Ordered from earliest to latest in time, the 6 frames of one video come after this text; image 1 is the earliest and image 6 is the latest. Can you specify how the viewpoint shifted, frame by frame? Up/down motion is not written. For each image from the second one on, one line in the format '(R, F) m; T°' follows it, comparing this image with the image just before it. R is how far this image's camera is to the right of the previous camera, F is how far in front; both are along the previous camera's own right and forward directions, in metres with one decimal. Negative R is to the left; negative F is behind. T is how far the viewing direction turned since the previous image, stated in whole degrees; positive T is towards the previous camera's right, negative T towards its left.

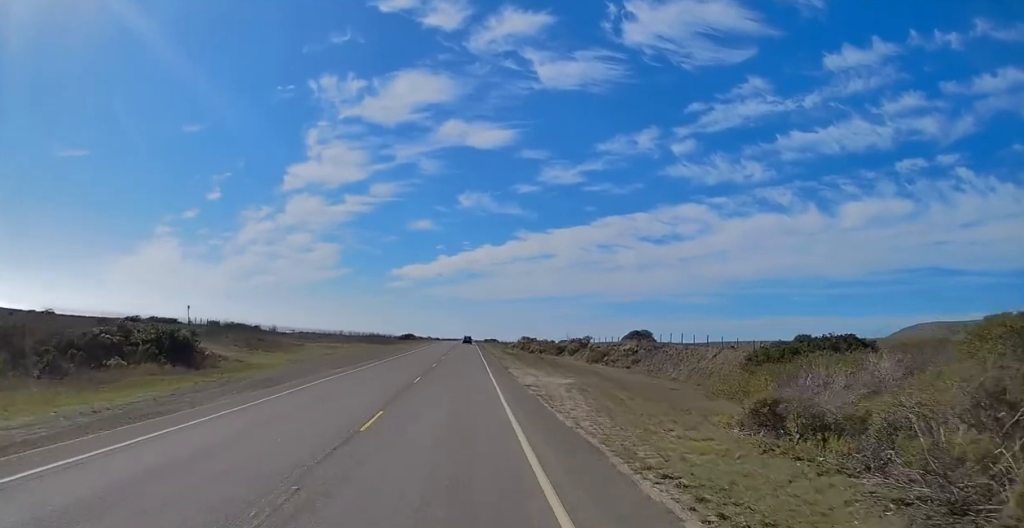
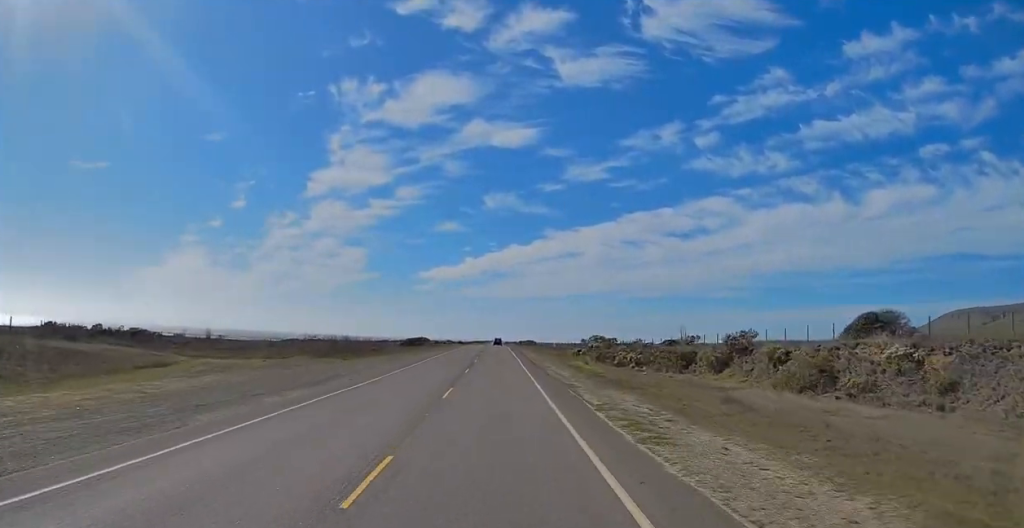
(-0.4, +51.1) m; -1°
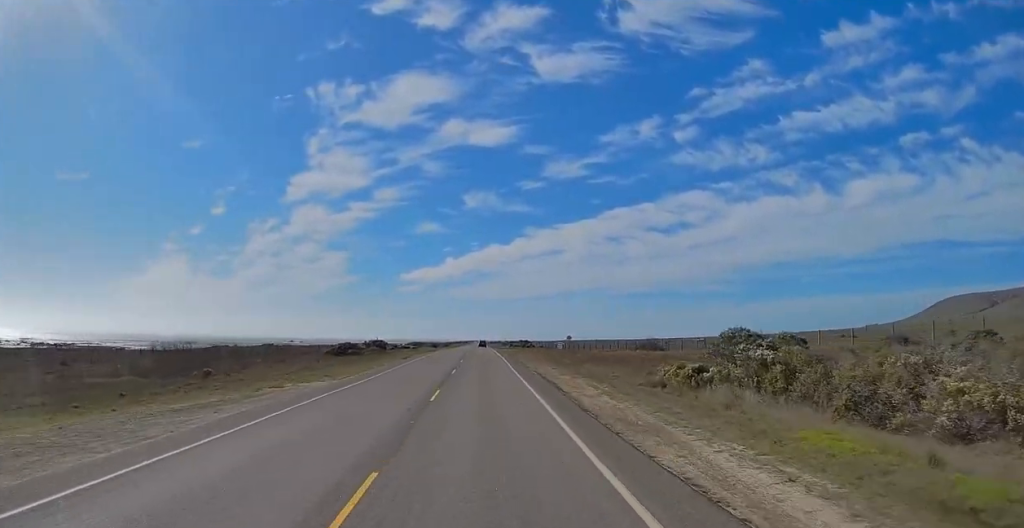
(+0.1, +44.2) m; 0°
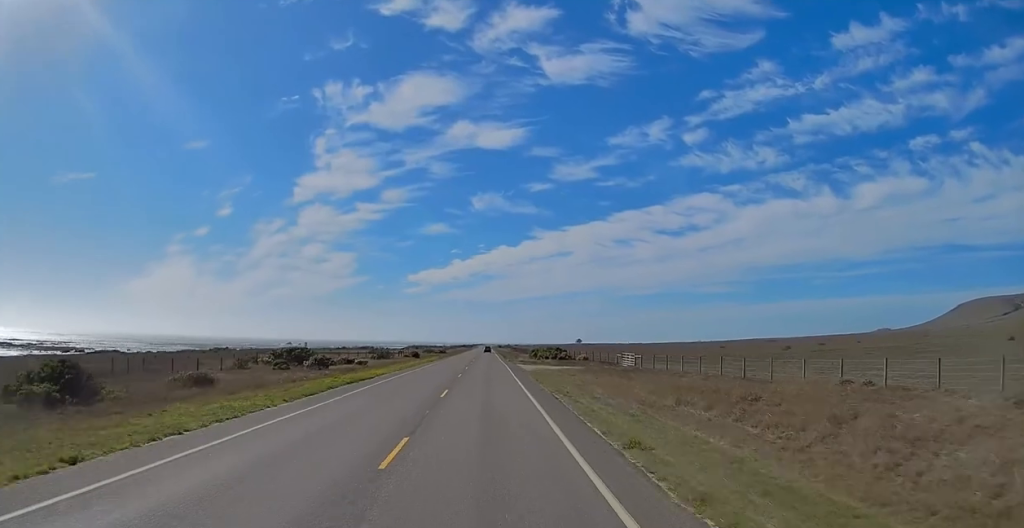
(-0.1, +54.8) m; 0°
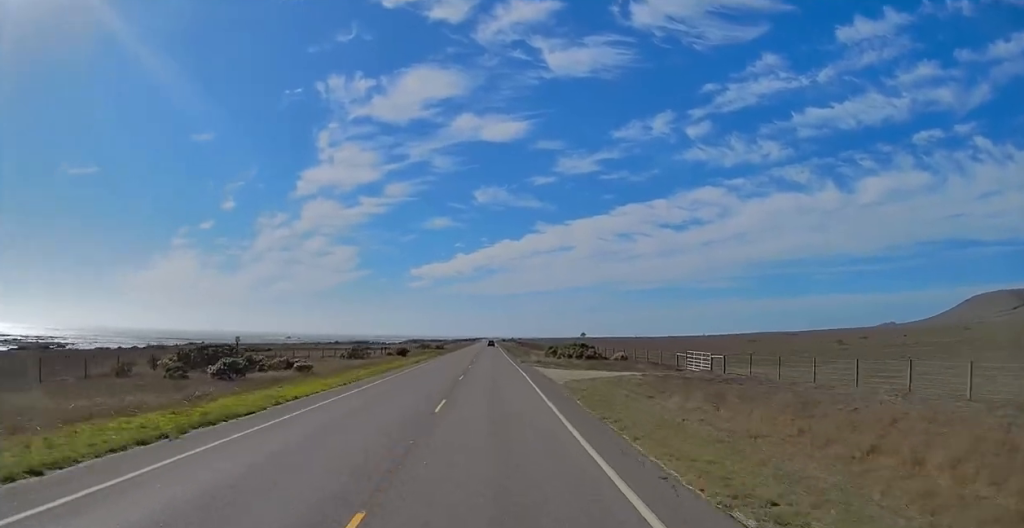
(+0.1, +21.5) m; 0°
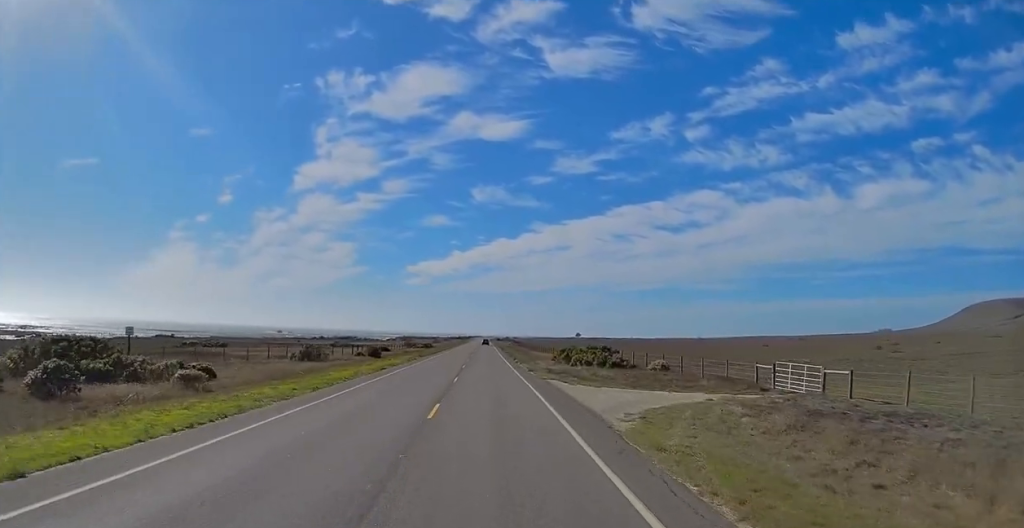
(+0.1, +16.2) m; 0°
